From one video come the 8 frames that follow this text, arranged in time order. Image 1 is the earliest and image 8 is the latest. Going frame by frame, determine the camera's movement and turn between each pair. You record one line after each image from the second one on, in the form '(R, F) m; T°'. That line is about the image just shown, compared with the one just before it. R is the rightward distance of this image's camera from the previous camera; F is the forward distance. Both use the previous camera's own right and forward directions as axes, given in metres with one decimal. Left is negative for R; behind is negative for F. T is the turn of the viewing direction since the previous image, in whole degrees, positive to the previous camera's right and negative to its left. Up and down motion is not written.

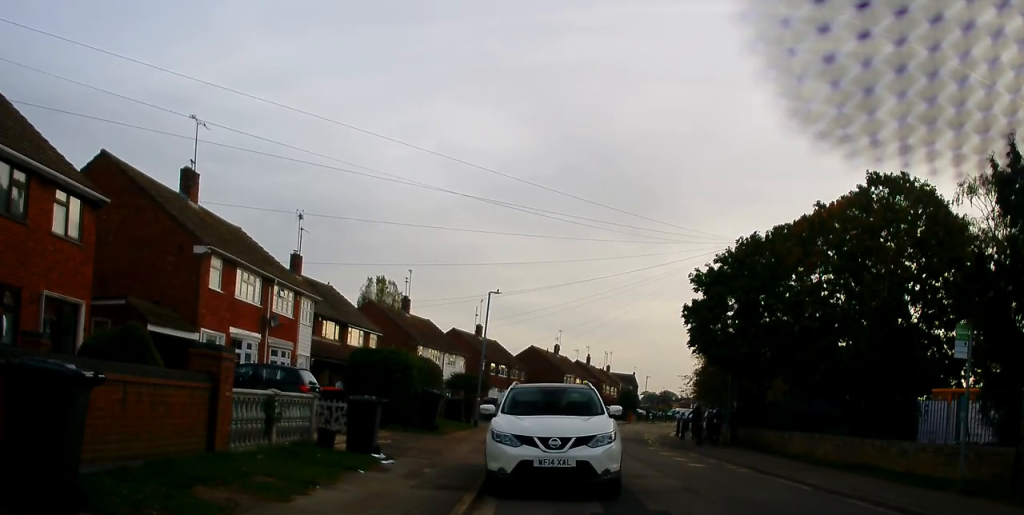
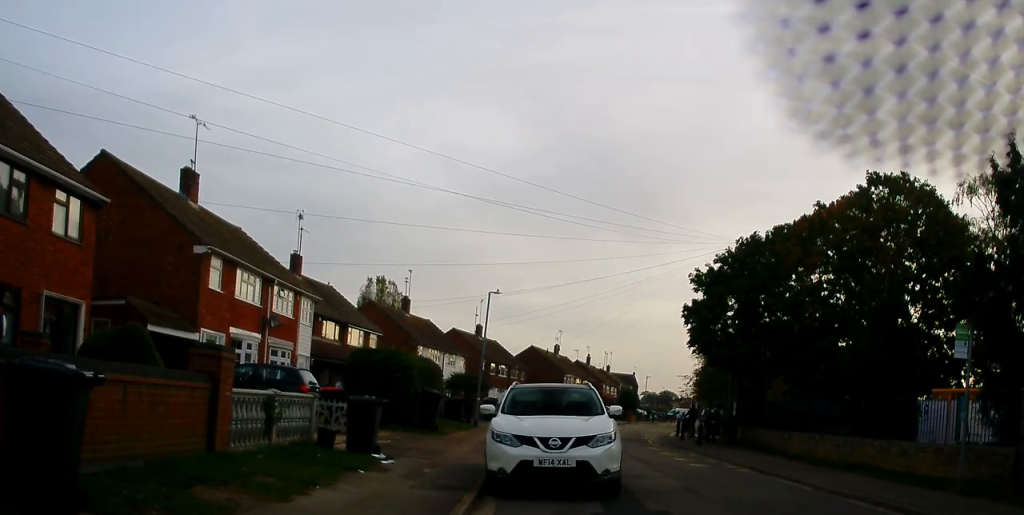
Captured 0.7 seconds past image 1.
(0.0, 0.0) m; 0°
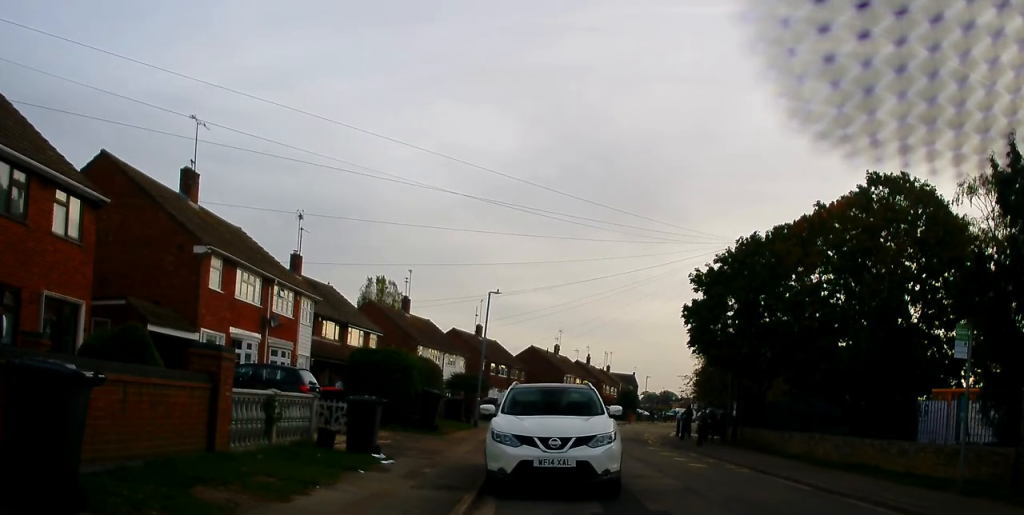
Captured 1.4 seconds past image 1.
(0.0, 0.0) m; 0°
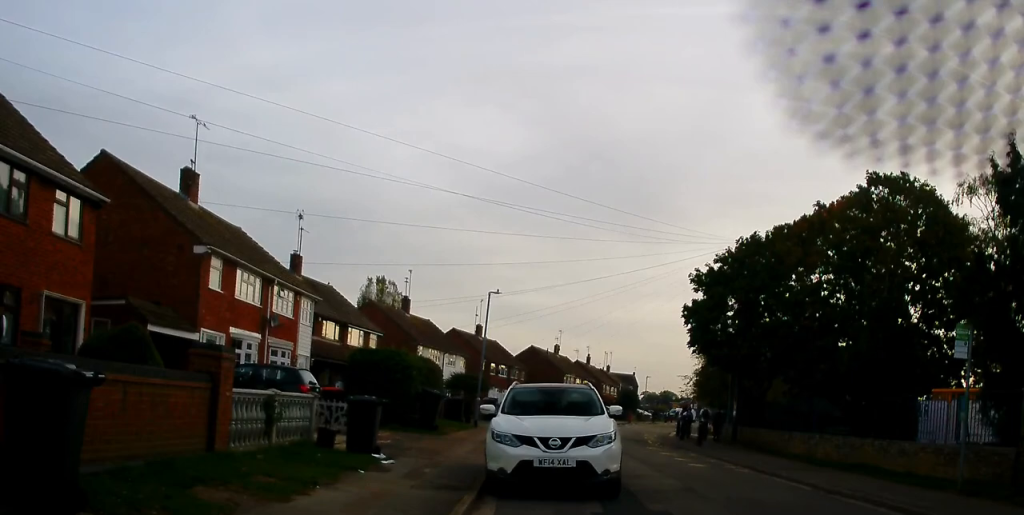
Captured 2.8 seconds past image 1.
(0.0, 0.0) m; 0°
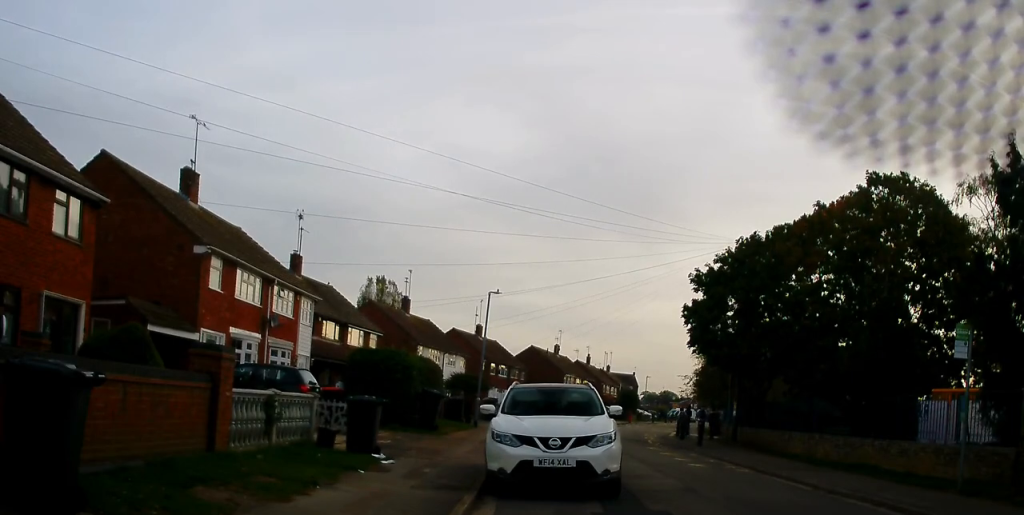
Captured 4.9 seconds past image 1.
(0.0, 0.0) m; 0°
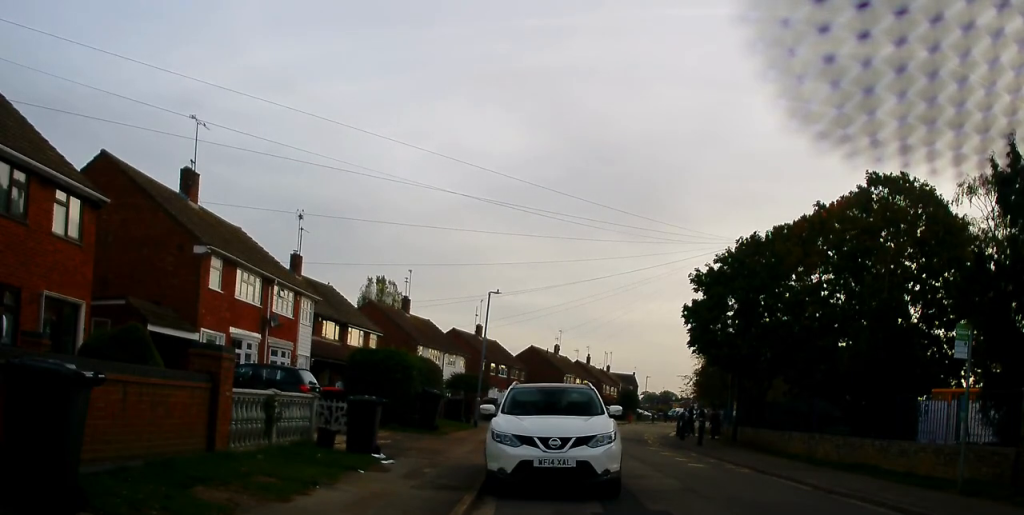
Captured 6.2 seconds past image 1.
(0.0, 0.0) m; 0°
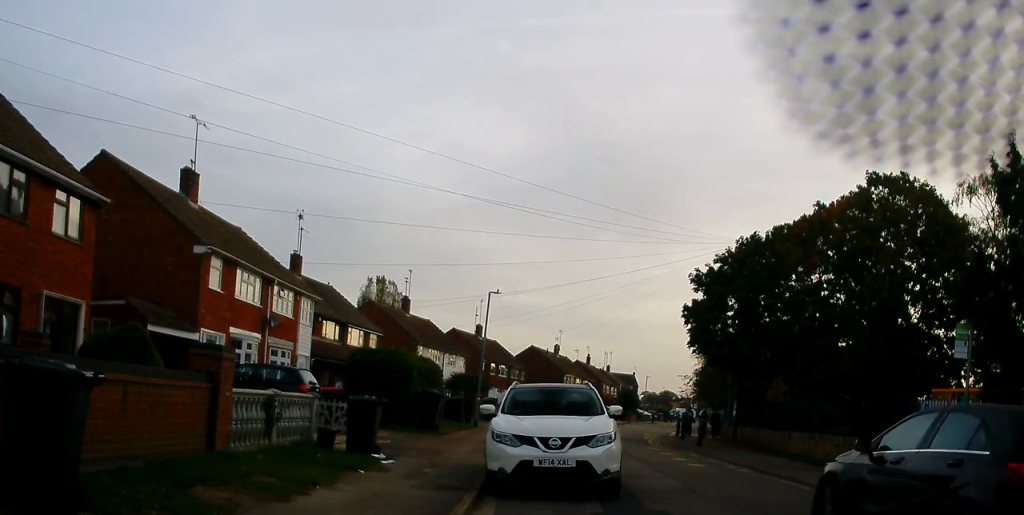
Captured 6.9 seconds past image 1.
(0.0, 0.0) m; 0°
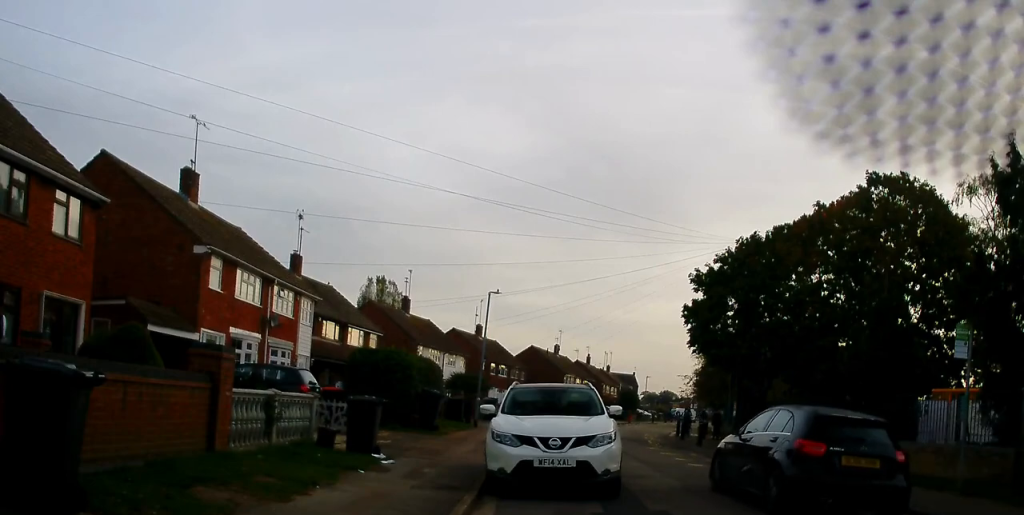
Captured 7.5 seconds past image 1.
(0.0, 0.0) m; 0°
